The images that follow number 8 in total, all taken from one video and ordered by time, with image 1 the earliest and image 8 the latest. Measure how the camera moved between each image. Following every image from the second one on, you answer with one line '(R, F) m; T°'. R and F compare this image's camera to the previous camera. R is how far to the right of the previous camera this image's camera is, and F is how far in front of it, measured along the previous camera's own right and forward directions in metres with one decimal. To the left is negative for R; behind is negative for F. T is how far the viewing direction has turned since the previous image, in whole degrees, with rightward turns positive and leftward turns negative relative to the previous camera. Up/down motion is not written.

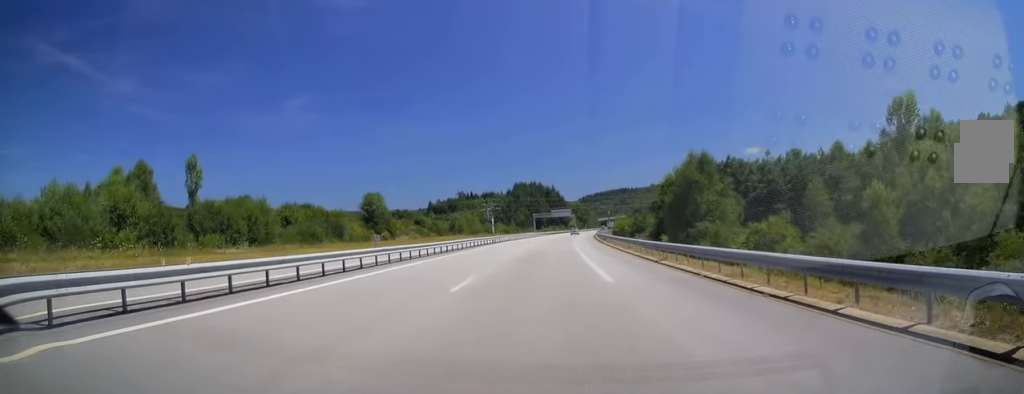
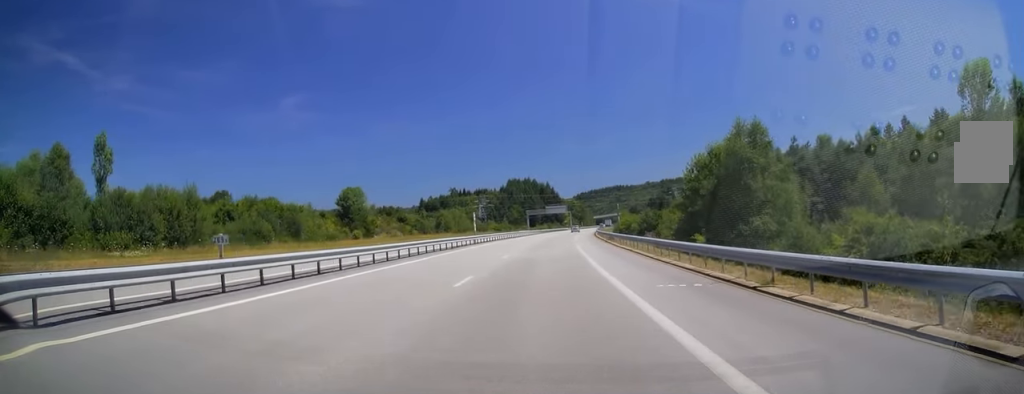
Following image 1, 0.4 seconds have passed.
(0.0, +12.2) m; 0°
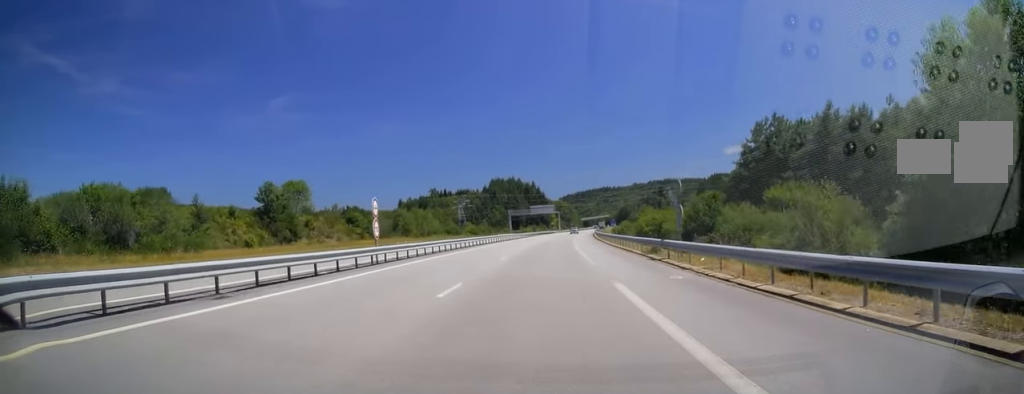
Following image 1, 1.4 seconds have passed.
(0.0, +27.9) m; +1°
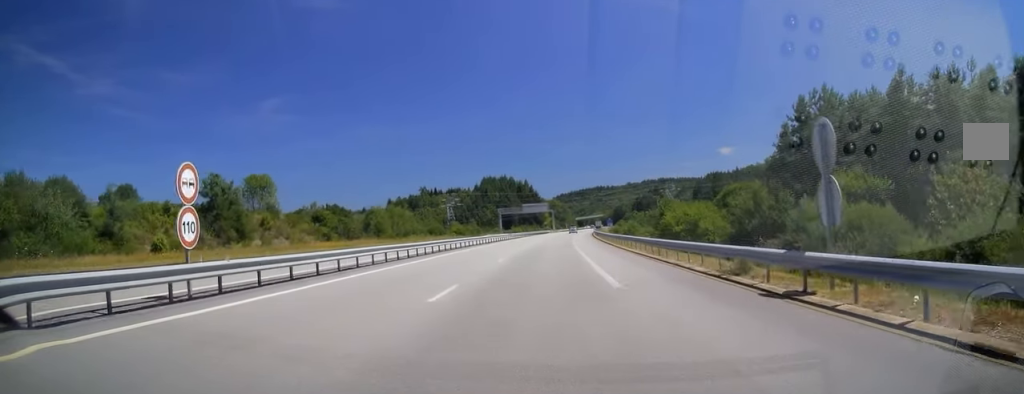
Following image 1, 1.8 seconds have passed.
(-0.1, +13.7) m; +1°
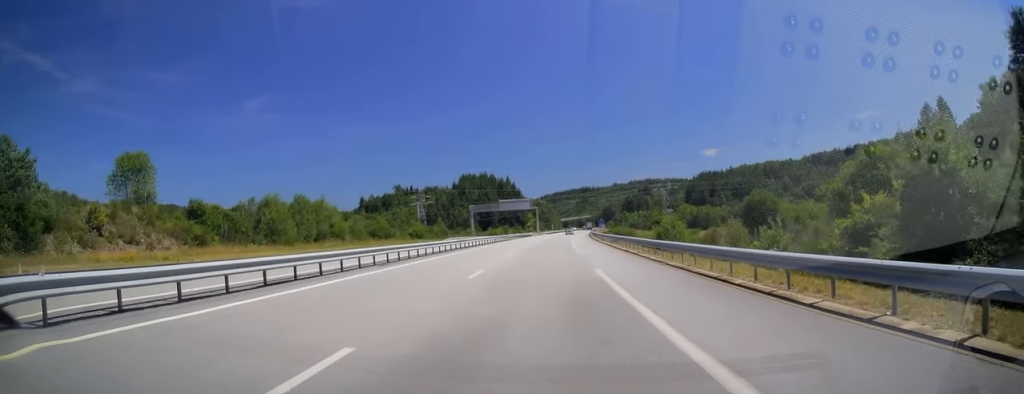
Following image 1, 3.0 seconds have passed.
(+0.9, +33.5) m; +2°
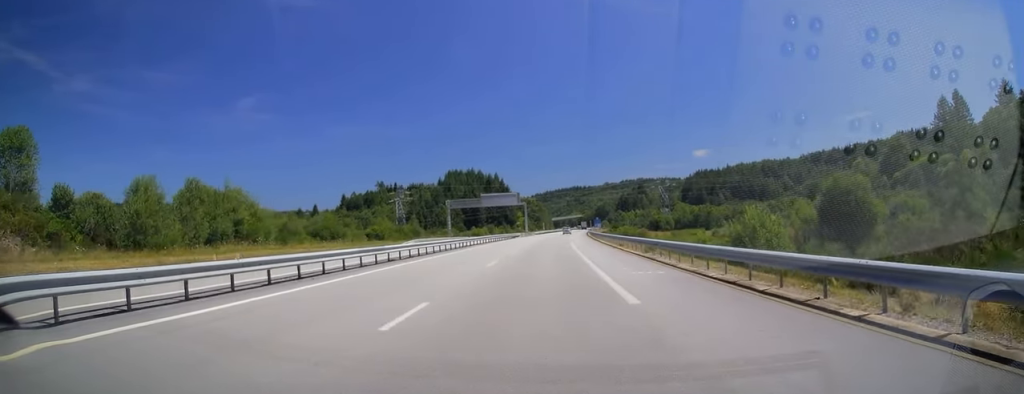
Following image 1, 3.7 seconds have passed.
(-0.1, +21.6) m; +1°
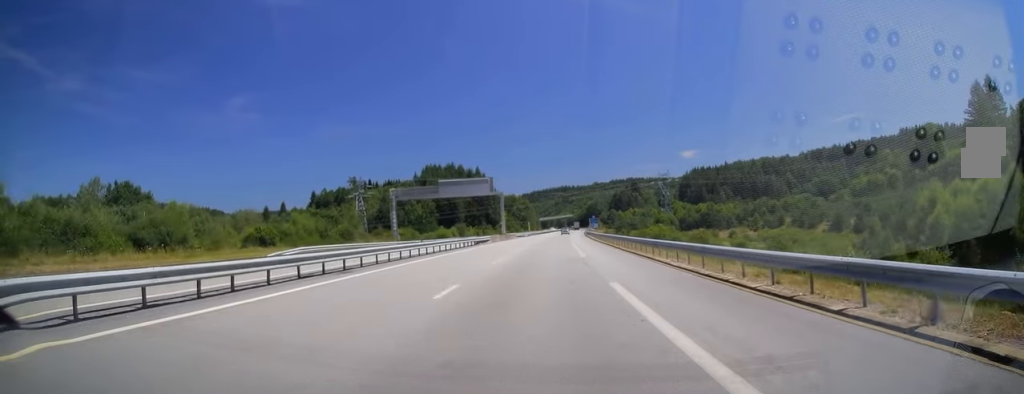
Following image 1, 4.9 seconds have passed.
(+0.5, +35.2) m; +1°
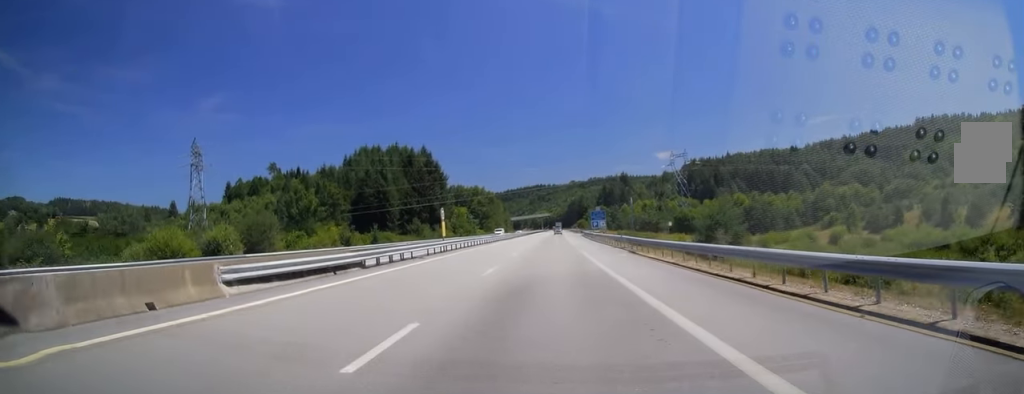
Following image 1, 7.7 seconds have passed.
(+1.7, +84.0) m; +2°
